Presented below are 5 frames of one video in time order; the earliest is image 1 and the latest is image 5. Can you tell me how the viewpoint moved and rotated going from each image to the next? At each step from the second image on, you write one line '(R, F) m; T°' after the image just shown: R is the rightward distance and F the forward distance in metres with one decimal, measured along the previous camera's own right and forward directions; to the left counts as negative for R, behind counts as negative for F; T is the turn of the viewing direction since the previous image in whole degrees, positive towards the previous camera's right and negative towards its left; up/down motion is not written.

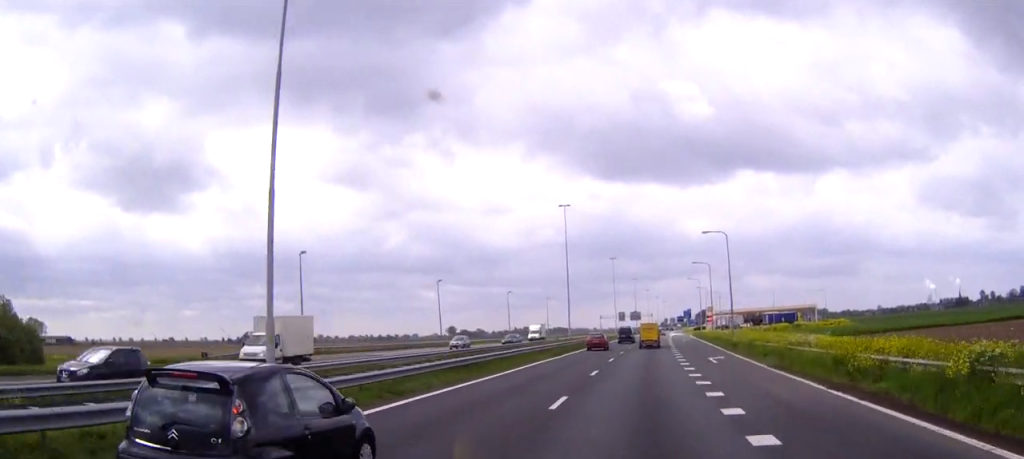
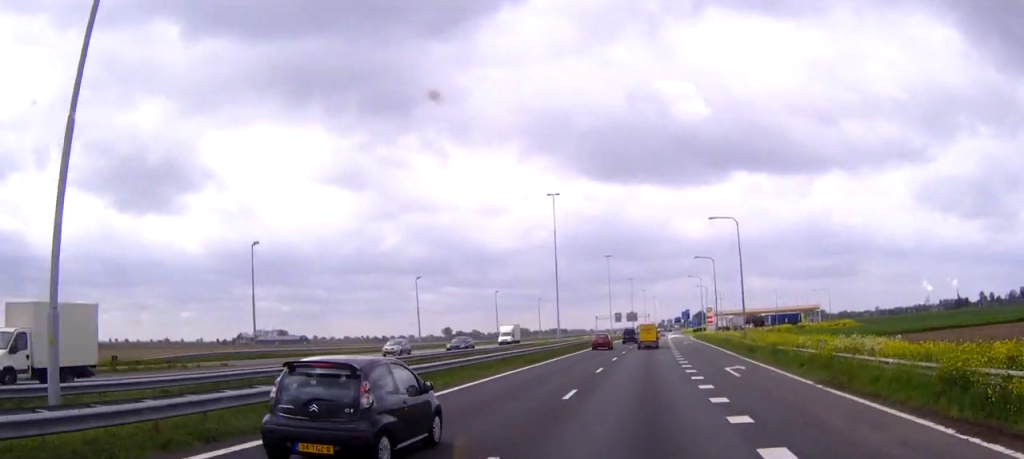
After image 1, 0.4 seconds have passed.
(0.0, +9.1) m; 0°
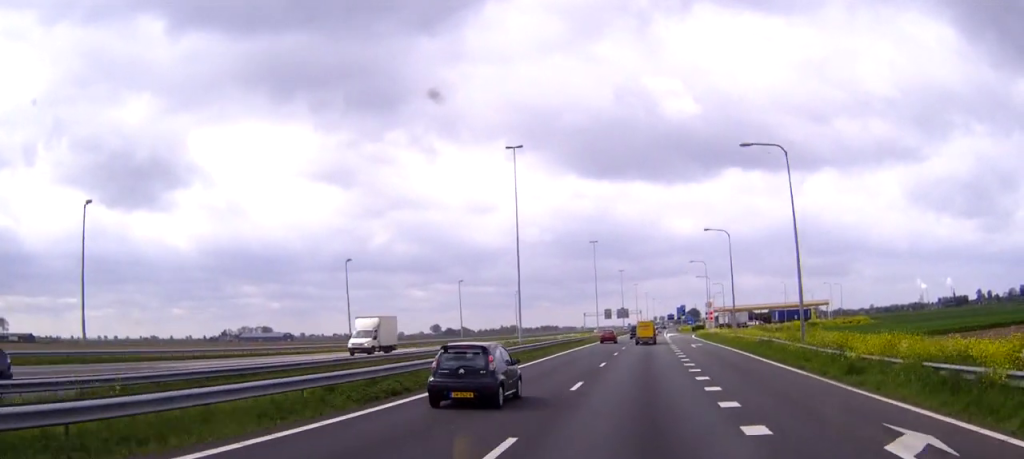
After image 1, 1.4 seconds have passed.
(+0.1, +22.1) m; +1°
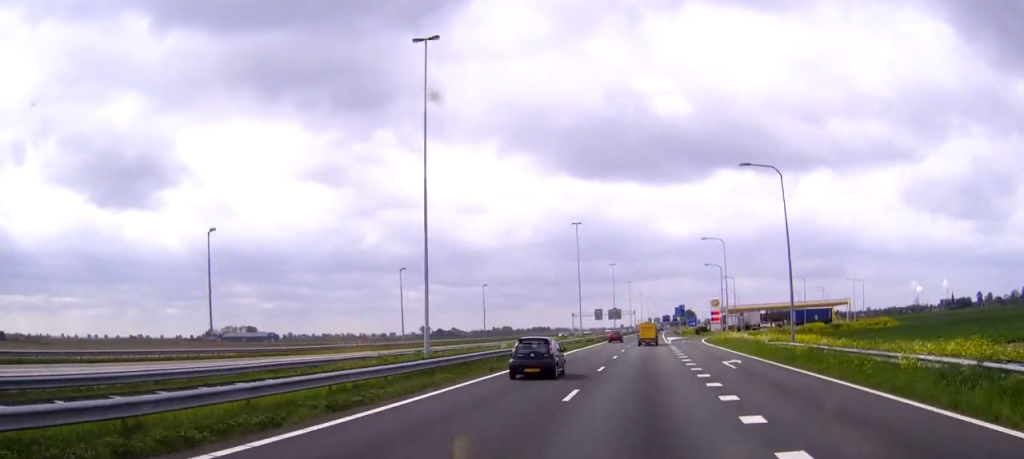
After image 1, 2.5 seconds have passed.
(+0.1, +26.6) m; 0°
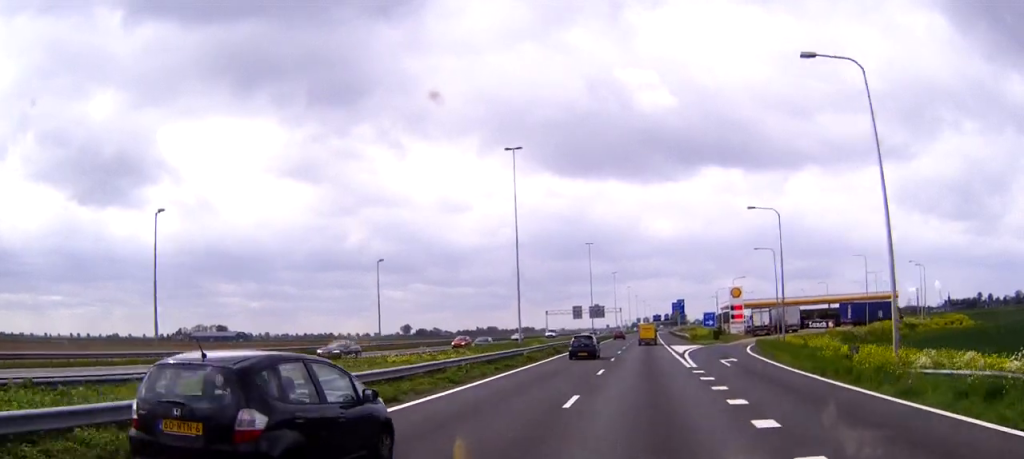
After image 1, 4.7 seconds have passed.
(+0.3, +48.3) m; +1°
